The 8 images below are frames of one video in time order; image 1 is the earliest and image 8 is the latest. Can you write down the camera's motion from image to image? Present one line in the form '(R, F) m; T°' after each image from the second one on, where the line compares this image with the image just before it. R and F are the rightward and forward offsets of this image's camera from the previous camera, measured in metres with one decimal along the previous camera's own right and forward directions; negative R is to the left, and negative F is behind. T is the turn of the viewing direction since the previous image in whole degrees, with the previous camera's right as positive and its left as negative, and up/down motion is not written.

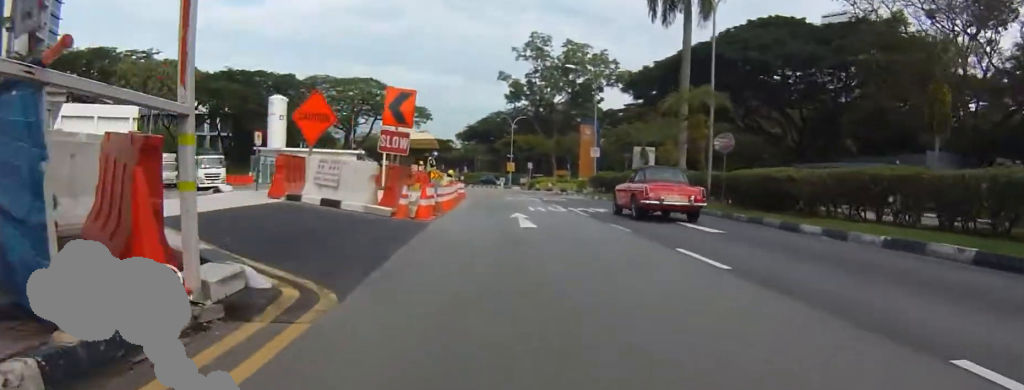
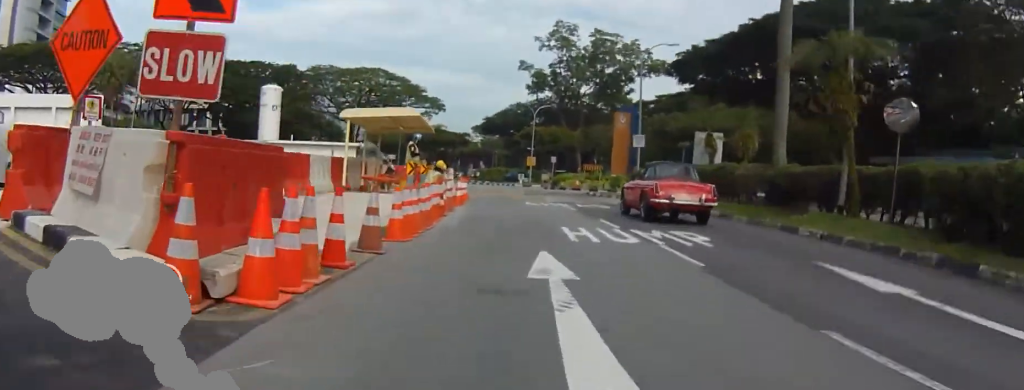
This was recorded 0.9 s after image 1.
(-0.4, +9.0) m; -3°
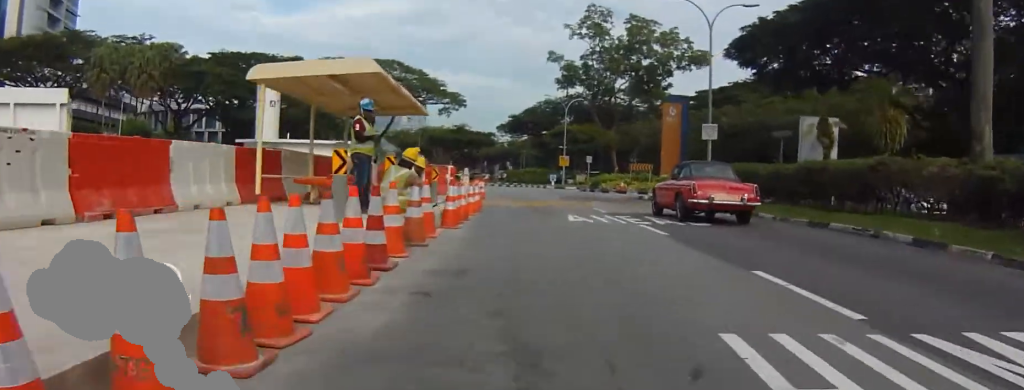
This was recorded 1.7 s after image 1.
(0.0, +8.4) m; 0°
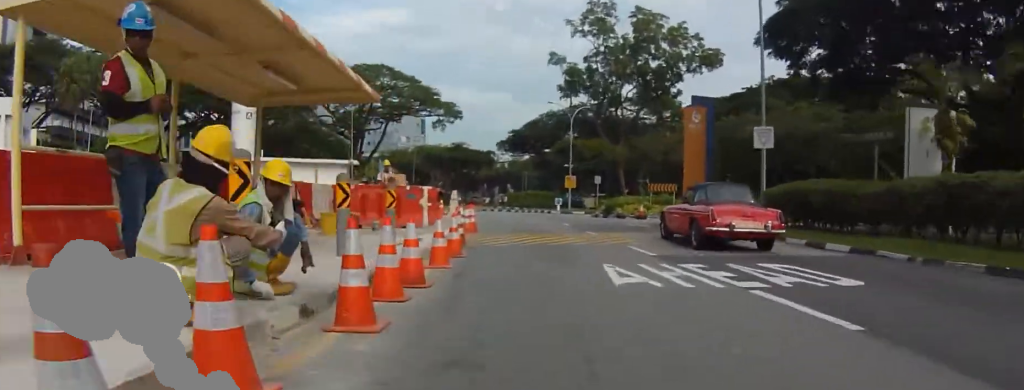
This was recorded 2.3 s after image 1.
(0.0, +6.2) m; 0°
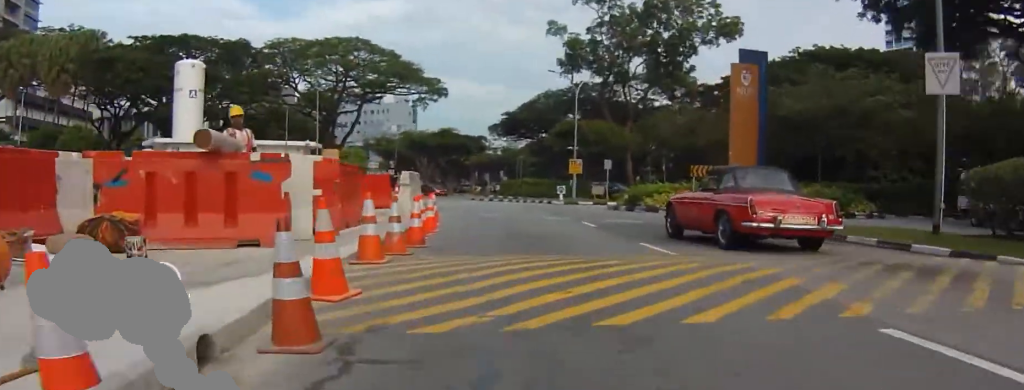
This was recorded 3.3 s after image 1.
(0.0, +9.6) m; -10°
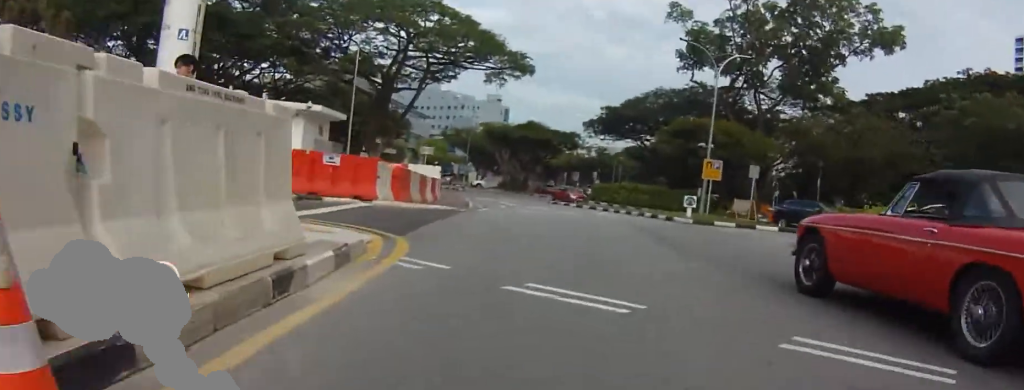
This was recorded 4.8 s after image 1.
(-1.7, +14.2) m; +1°
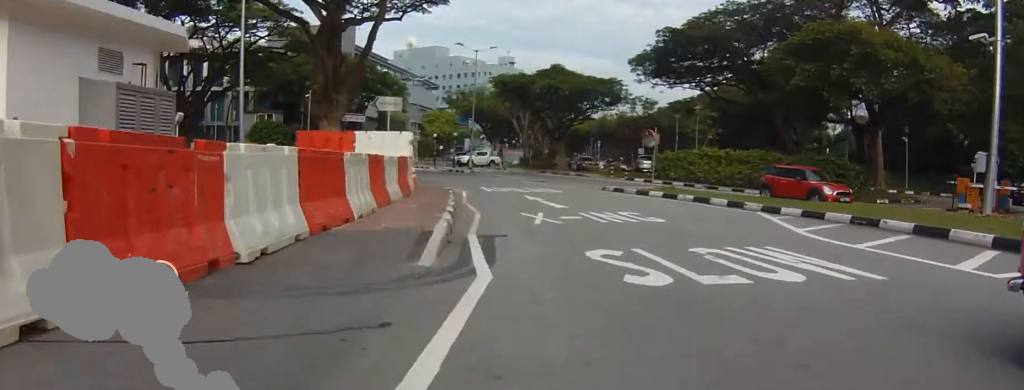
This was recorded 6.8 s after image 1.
(+2.1, +18.2) m; +1°
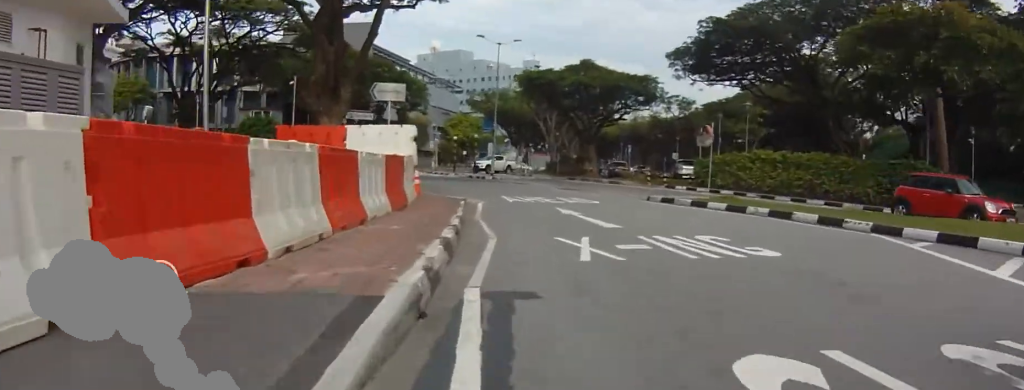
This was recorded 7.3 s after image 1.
(-0.2, +4.5) m; -4°
